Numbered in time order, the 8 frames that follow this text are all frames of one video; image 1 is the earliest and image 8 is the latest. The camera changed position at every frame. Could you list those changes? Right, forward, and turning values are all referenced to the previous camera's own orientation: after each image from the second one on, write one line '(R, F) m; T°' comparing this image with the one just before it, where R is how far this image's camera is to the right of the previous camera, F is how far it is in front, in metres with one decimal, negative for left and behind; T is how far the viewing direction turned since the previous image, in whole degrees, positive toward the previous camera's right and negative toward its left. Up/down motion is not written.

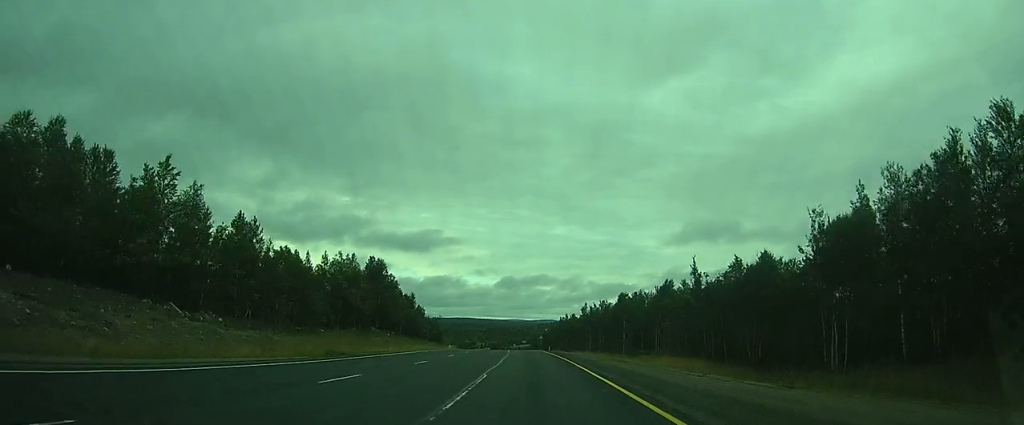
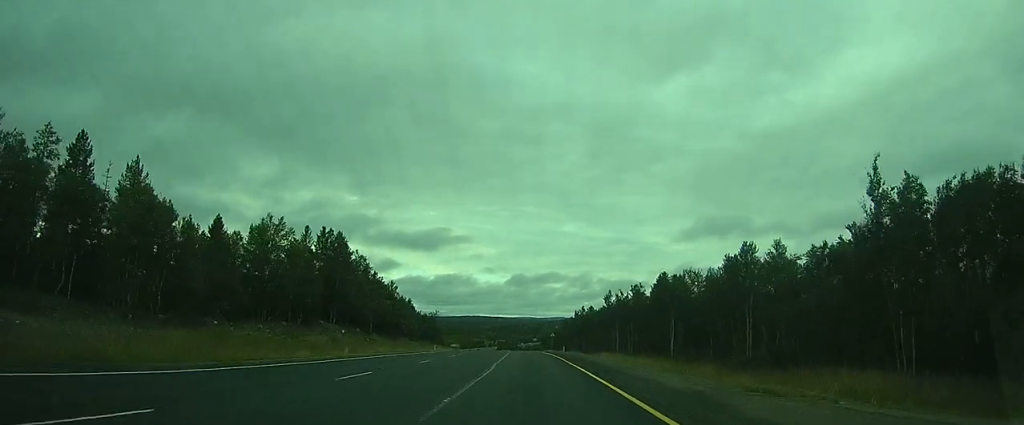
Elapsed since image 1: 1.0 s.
(-0.4, +21.0) m; -3°
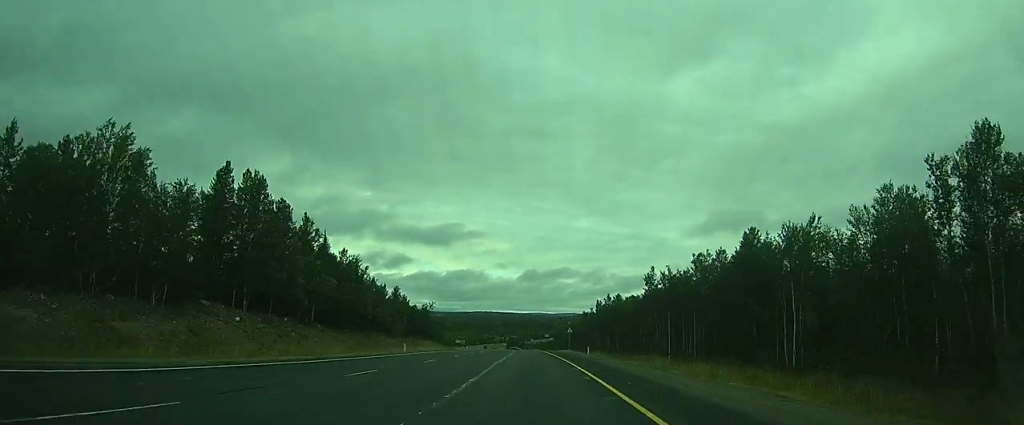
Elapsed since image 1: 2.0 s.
(-0.5, +21.7) m; -2°
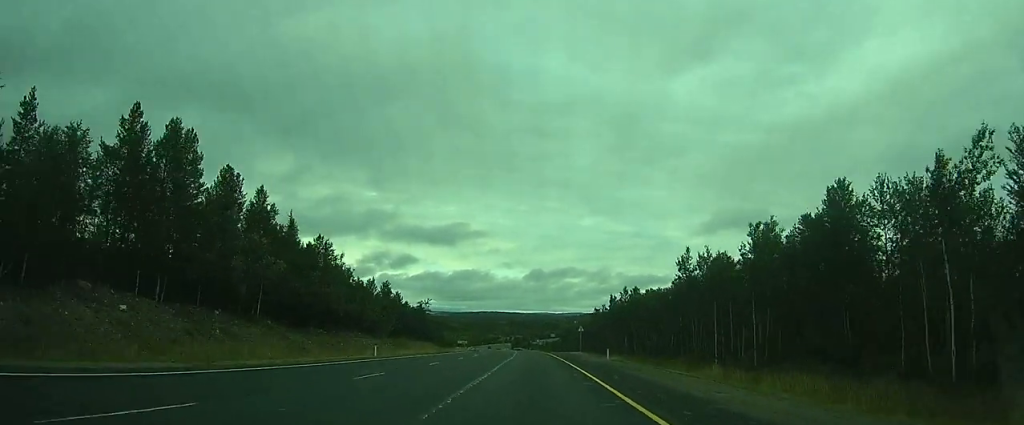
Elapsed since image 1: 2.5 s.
(0.0, +10.9) m; -1°
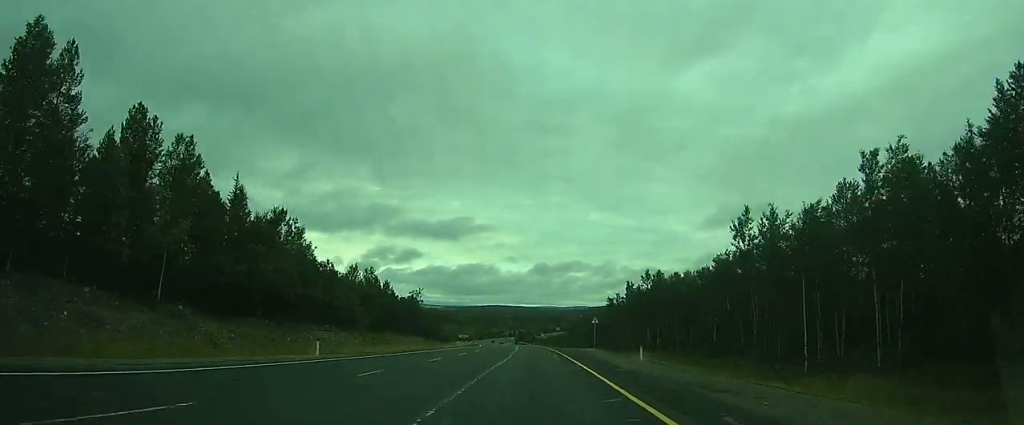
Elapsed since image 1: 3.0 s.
(-0.1, +11.5) m; -1°
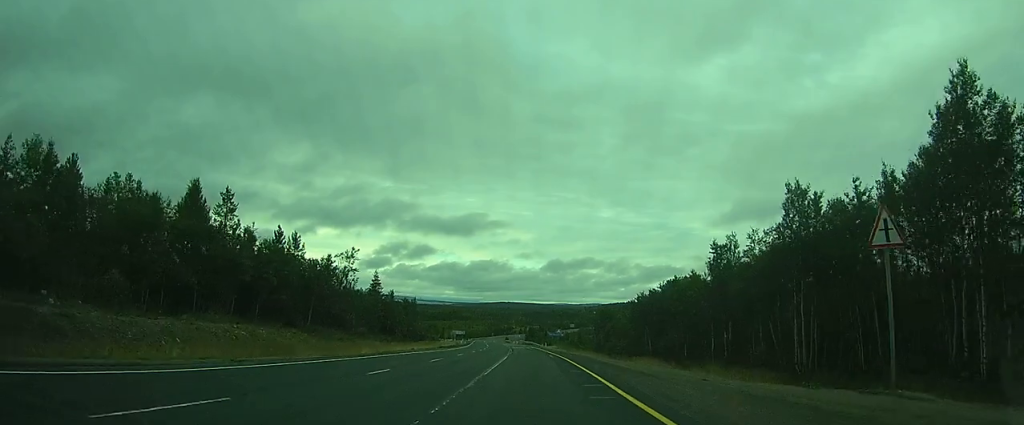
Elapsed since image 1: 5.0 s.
(-0.5, +44.2) m; -1°
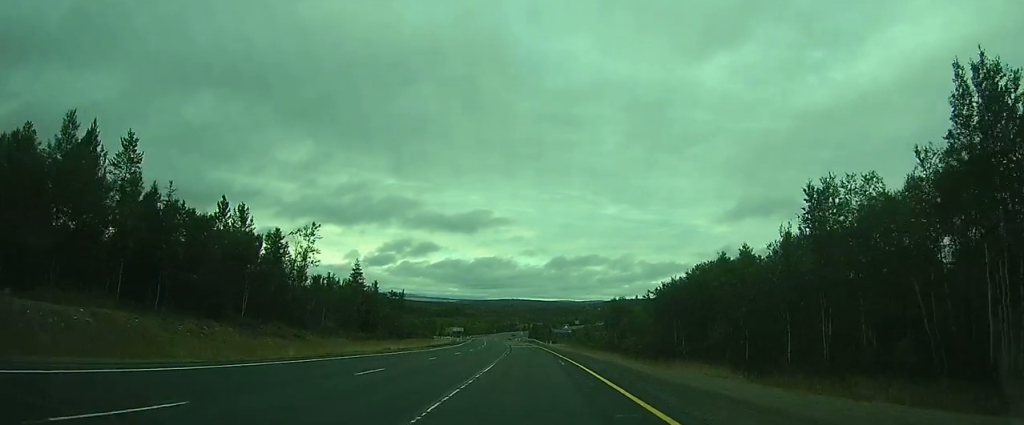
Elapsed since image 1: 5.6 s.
(0.0, +12.4) m; 0°
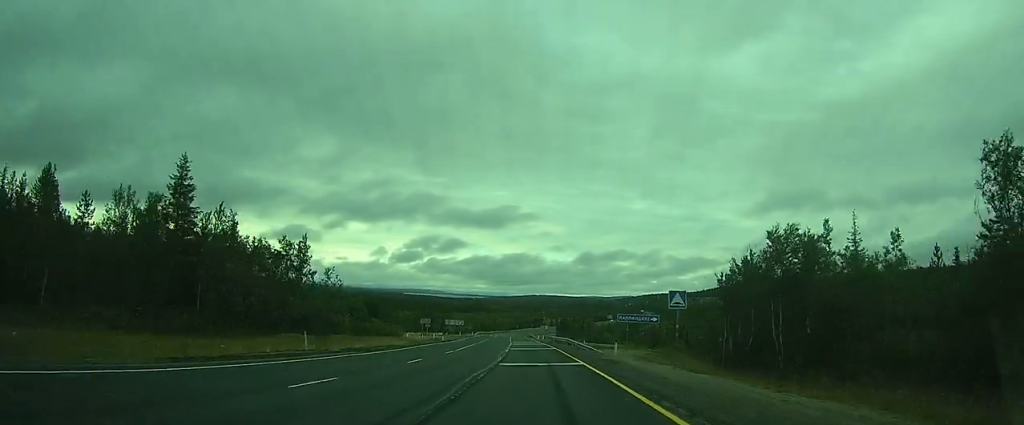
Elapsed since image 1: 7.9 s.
(-0.3, +50.8) m; -1°
